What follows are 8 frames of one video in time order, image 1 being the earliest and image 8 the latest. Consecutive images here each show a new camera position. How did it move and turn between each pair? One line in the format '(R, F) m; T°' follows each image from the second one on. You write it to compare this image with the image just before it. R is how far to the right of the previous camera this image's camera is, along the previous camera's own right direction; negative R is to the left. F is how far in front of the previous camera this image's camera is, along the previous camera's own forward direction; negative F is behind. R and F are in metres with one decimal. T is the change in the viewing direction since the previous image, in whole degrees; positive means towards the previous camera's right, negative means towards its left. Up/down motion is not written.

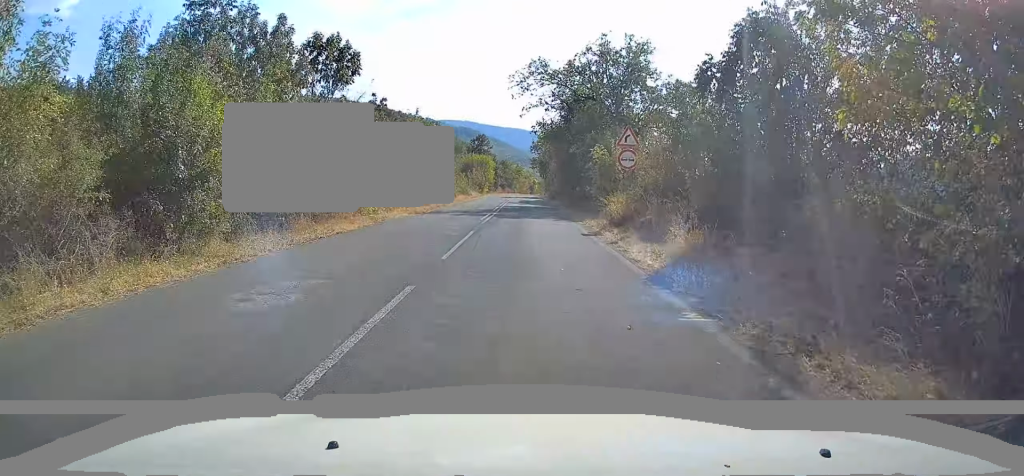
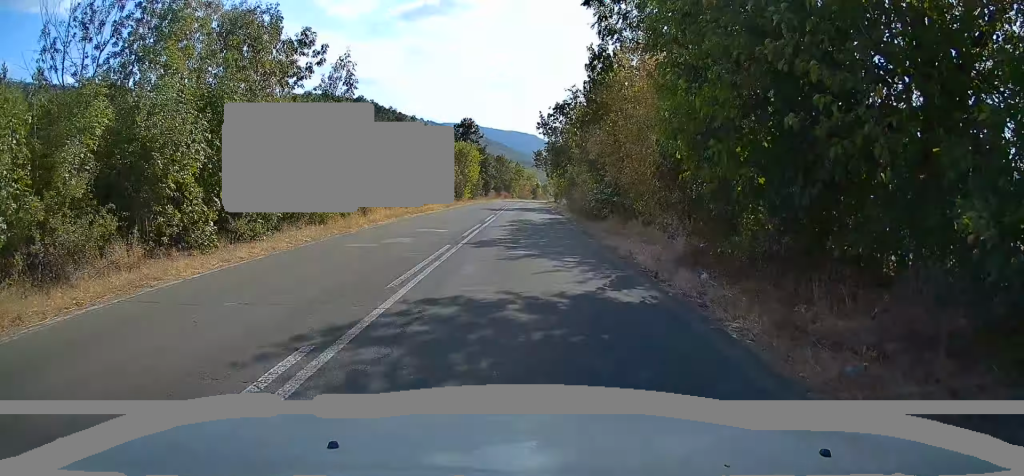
(-0.3, +33.1) m; -1°
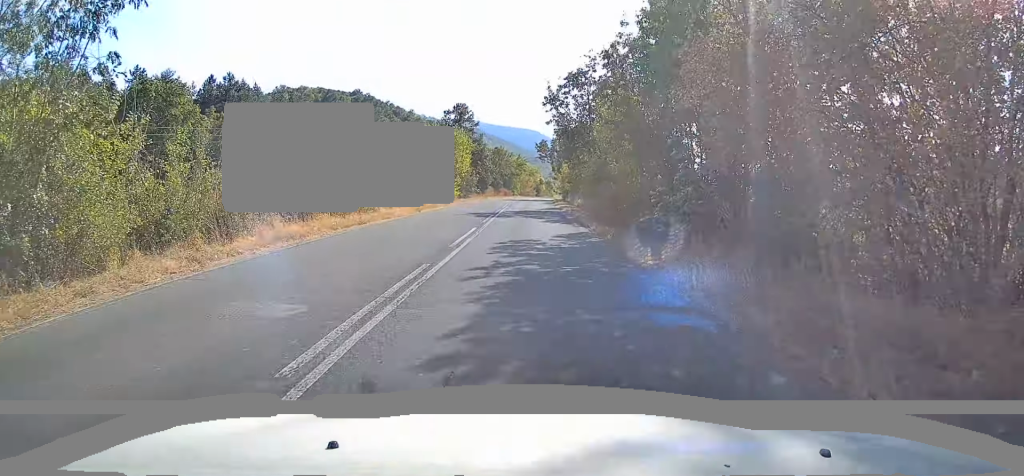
(-0.1, +12.6) m; 0°
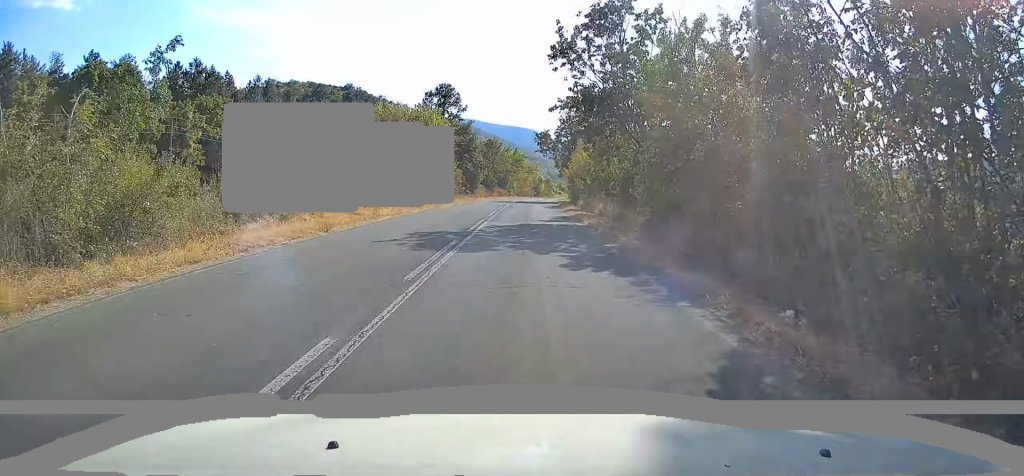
(+0.3, +14.2) m; +1°
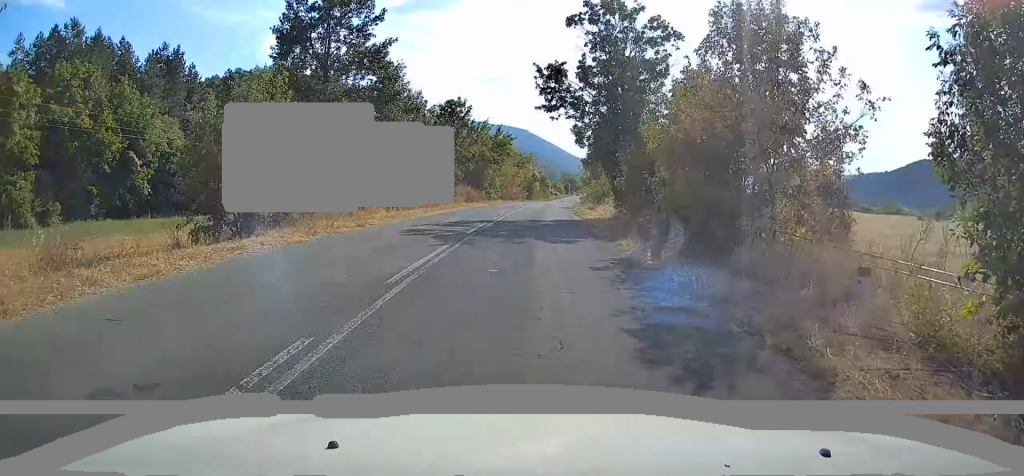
(+0.2, +36.2) m; +1°
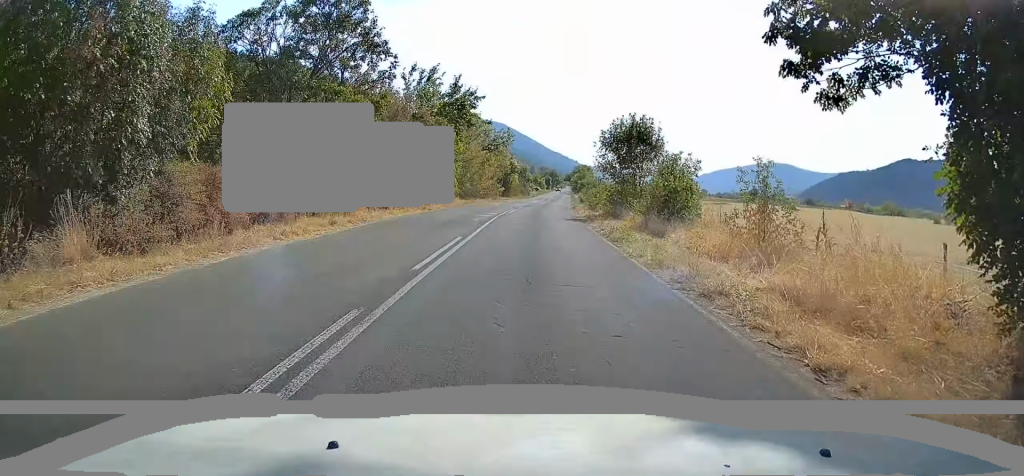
(+0.2, +26.1) m; +1°
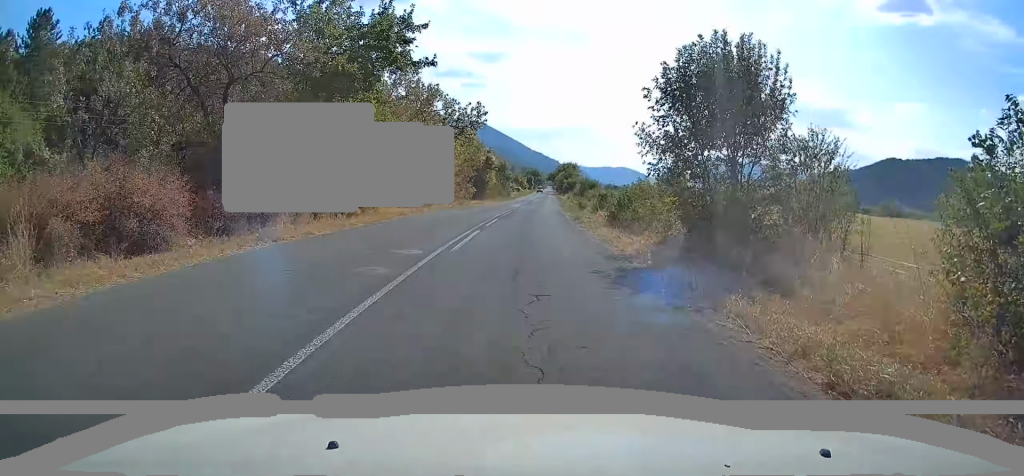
(0.0, +17.4) m; +1°
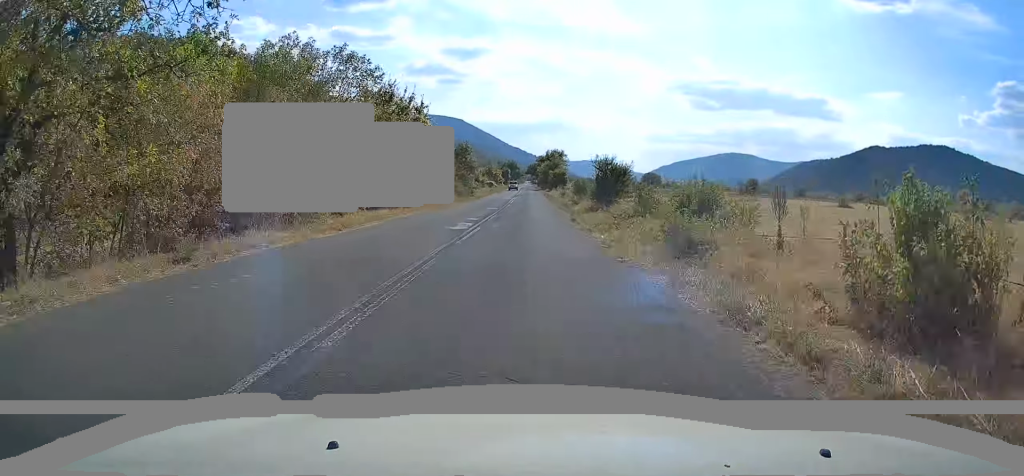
(+1.2, +34.1) m; +3°
